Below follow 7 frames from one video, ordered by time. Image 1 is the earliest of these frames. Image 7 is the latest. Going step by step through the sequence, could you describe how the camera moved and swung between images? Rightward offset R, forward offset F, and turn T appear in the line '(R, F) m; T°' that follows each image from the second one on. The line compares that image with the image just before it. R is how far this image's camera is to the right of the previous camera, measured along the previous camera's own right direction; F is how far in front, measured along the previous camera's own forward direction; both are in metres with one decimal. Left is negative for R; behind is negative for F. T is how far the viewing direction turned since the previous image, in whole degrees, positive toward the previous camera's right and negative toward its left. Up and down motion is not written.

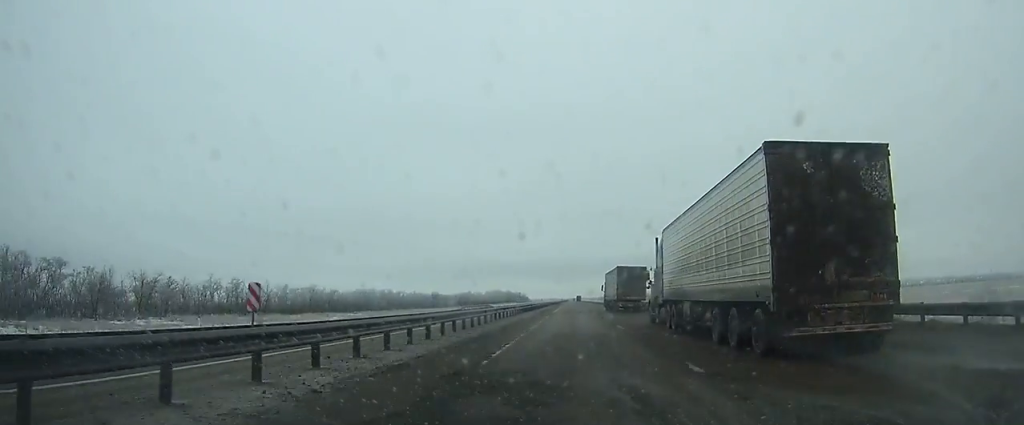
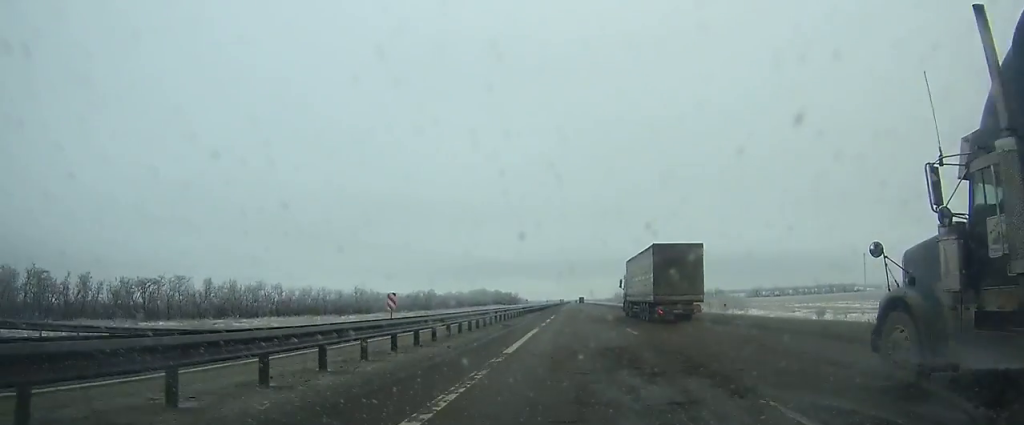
(+0.3, +111.5) m; 0°
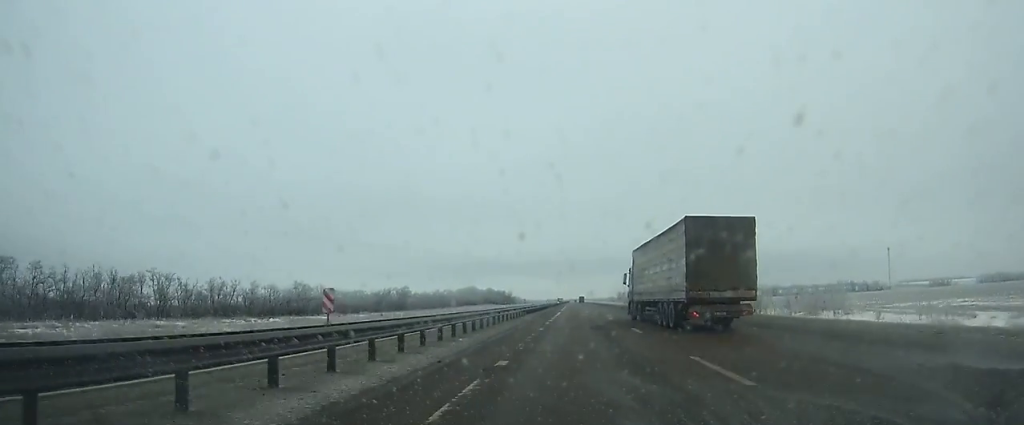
(+0.1, +41.1) m; 0°
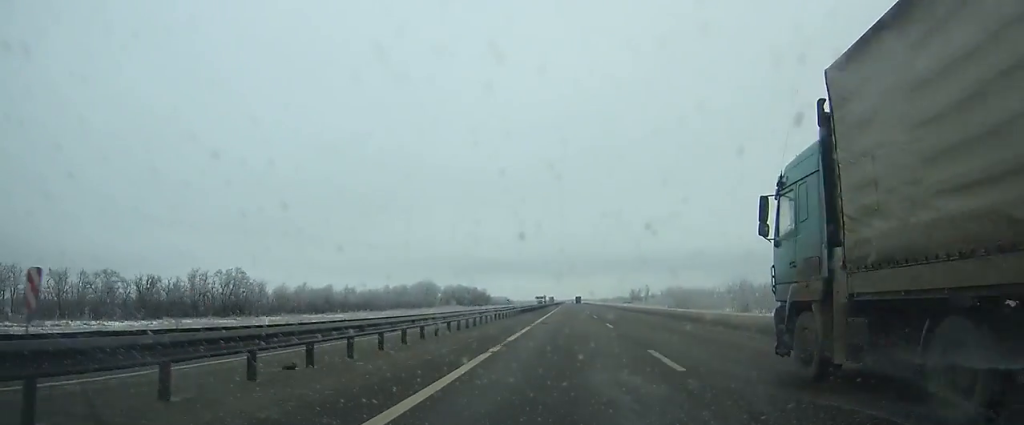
(+0.2, +113.5) m; 0°
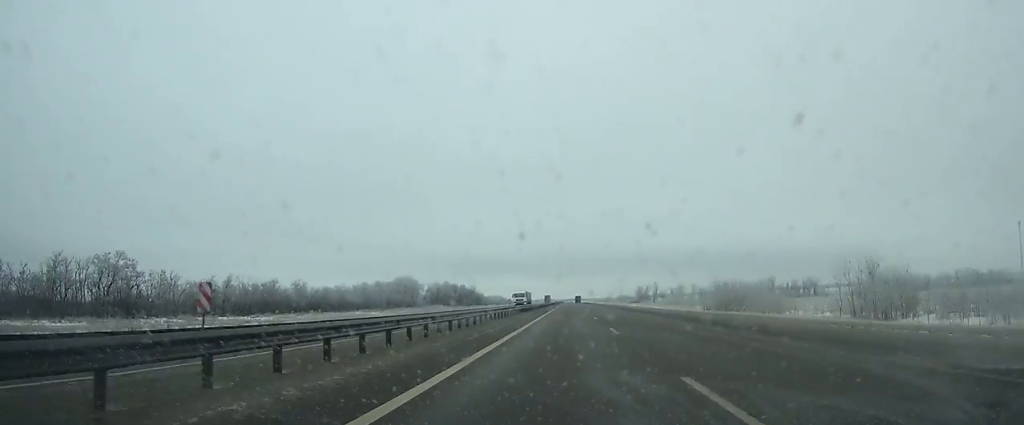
(-0.1, +34.0) m; 0°
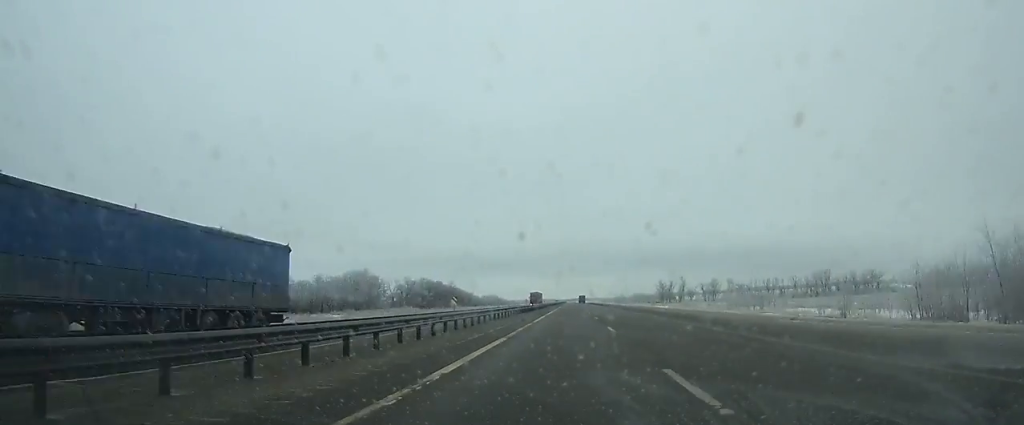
(-0.1, +58.1) m; 0°
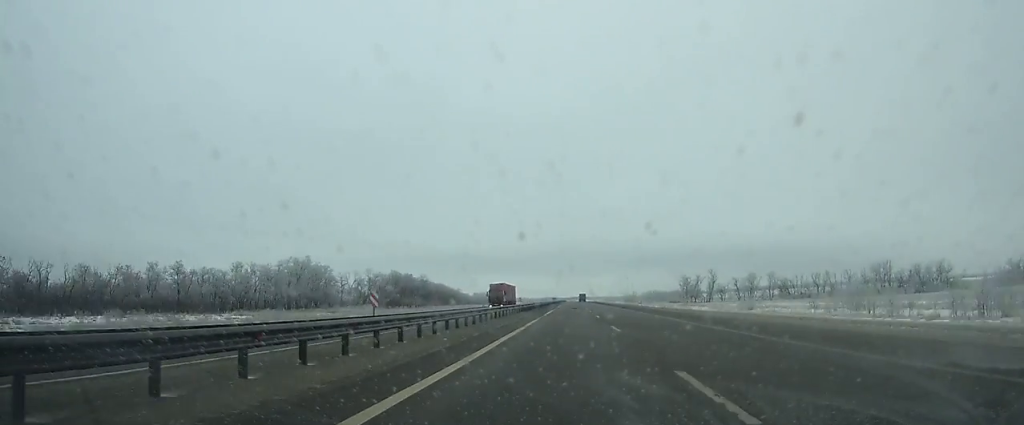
(0.0, +46.5) m; 0°
